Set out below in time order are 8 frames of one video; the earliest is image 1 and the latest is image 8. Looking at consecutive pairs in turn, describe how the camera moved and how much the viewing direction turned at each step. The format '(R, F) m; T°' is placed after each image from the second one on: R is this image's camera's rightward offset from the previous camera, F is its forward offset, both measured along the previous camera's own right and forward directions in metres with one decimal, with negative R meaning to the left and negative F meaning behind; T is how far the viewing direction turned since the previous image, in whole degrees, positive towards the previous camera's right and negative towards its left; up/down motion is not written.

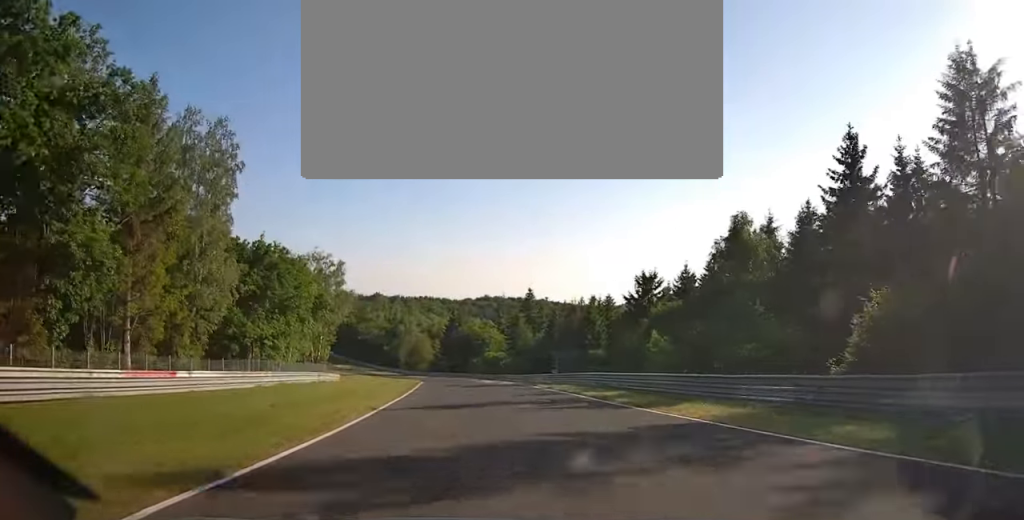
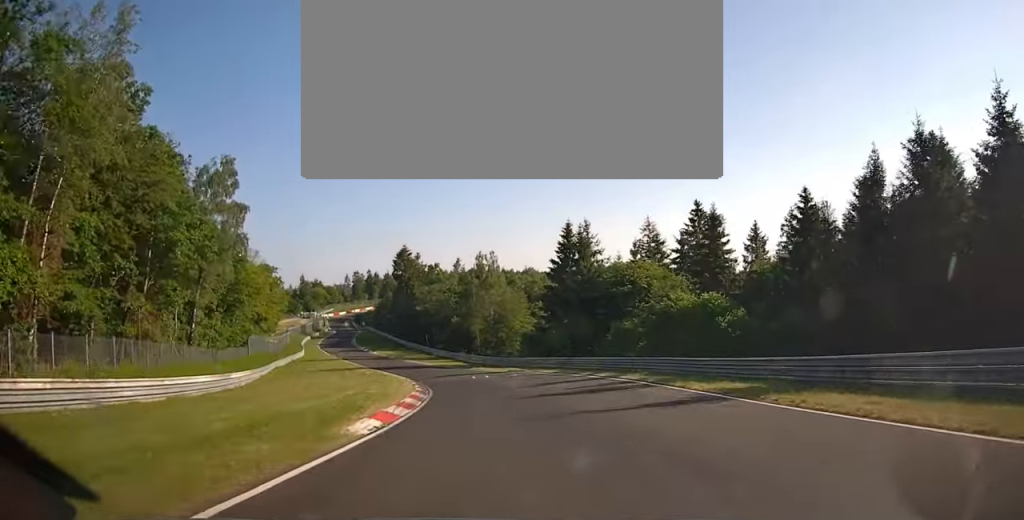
(-7.6, +67.4) m; -15°
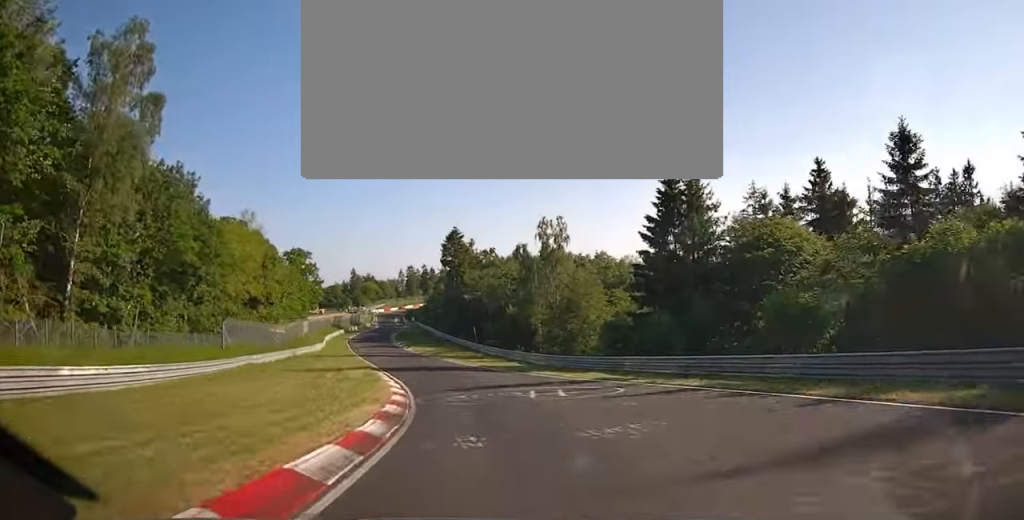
(-0.2, +20.4) m; -6°
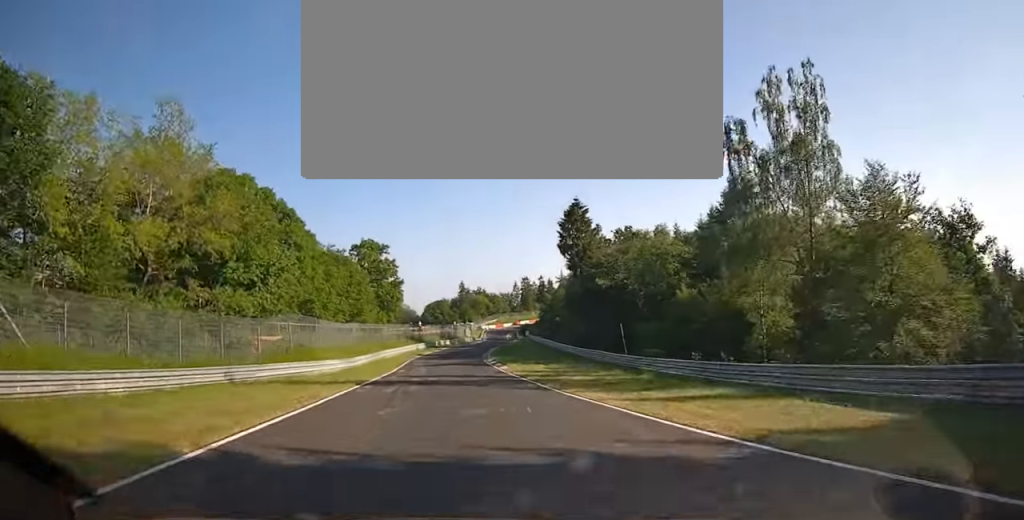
(-3.7, +36.7) m; -7°
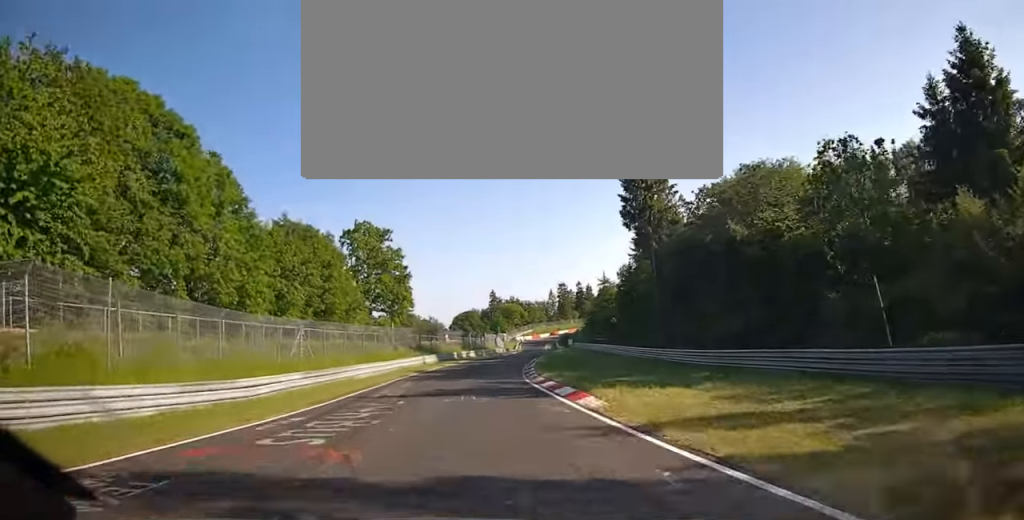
(-0.9, +29.2) m; -1°
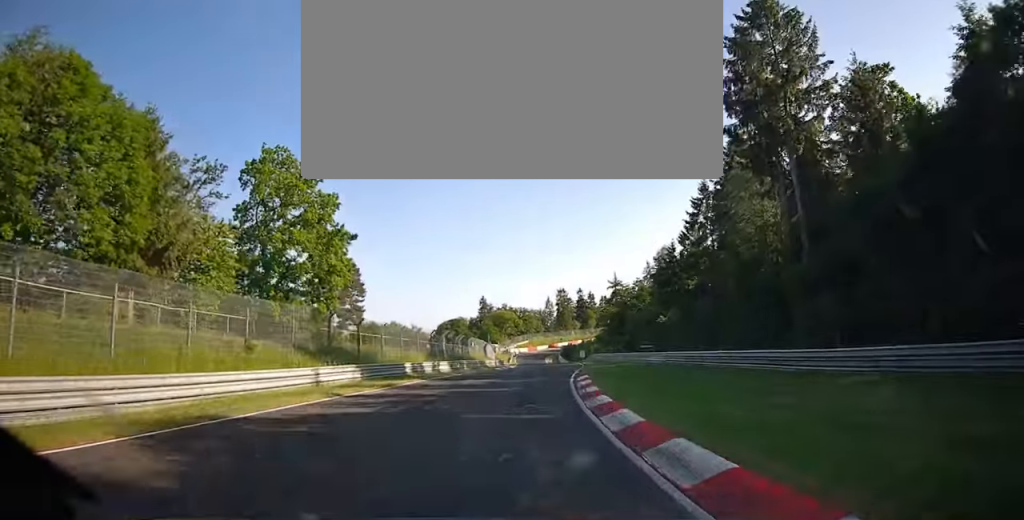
(-0.1, +33.4) m; 0°
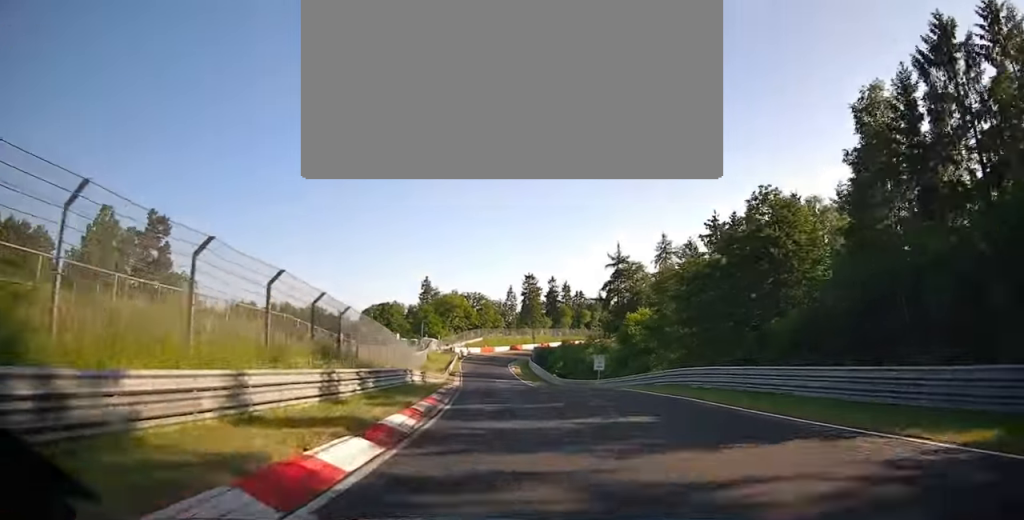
(+0.2, +55.4) m; +1°
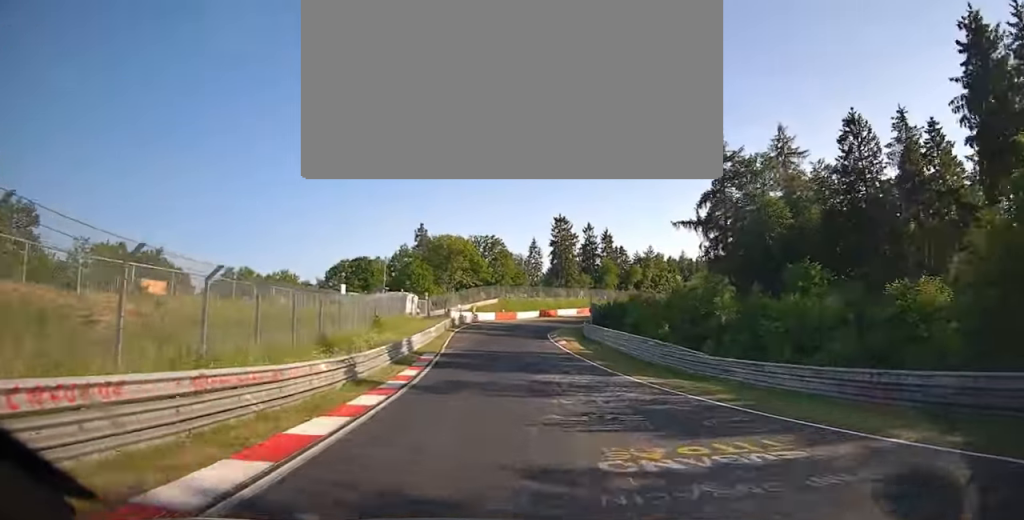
(+1.9, +46.7) m; +6°
